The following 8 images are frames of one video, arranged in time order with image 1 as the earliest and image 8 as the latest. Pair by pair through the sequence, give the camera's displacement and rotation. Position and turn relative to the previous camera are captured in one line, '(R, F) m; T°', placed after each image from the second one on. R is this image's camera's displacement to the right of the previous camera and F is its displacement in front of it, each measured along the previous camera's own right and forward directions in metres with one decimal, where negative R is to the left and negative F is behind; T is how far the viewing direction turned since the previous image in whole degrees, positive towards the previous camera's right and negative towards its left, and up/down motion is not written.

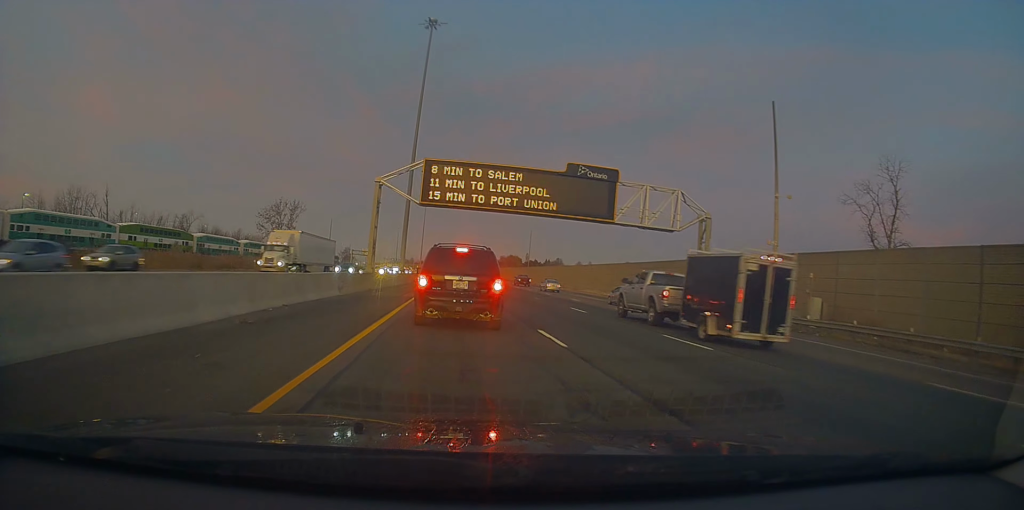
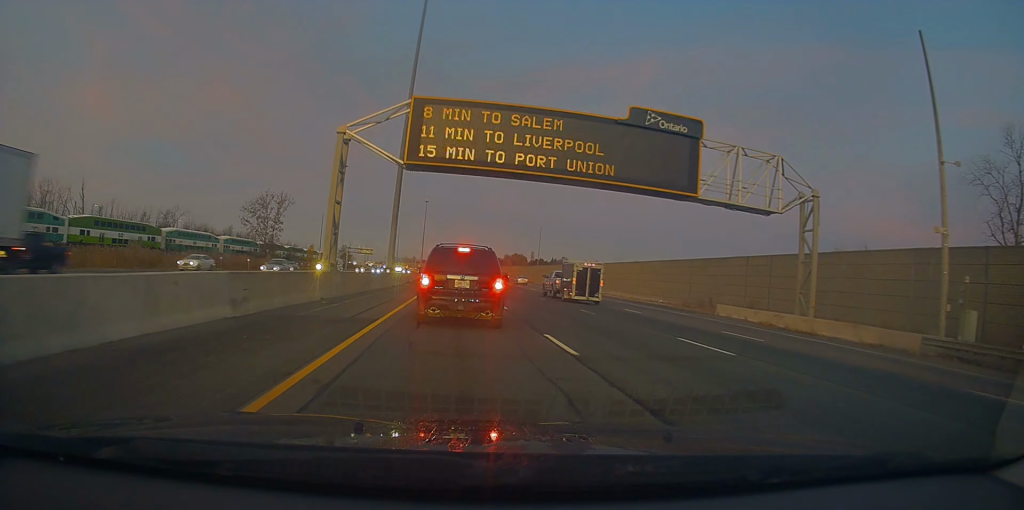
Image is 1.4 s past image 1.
(+0.6, +13.8) m; +4°
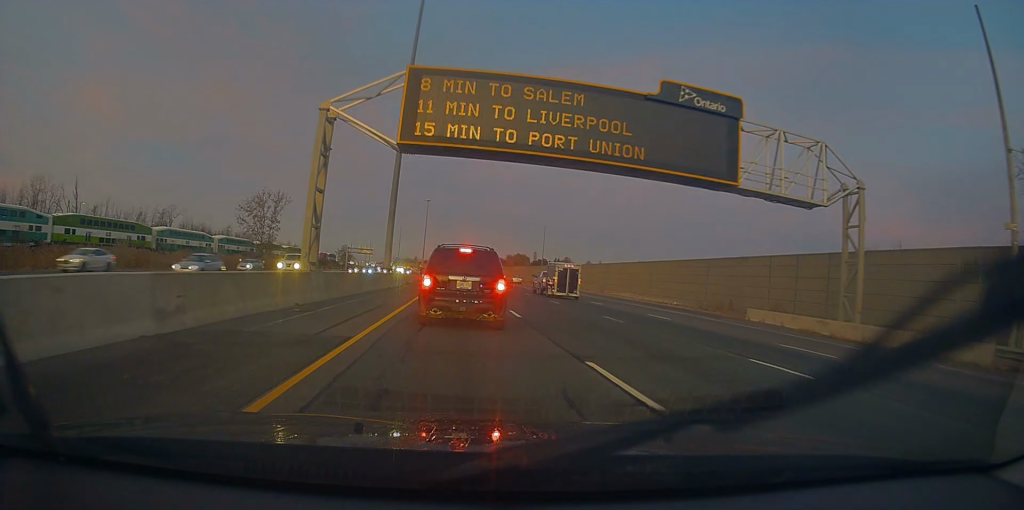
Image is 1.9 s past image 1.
(+0.1, +4.1) m; +1°
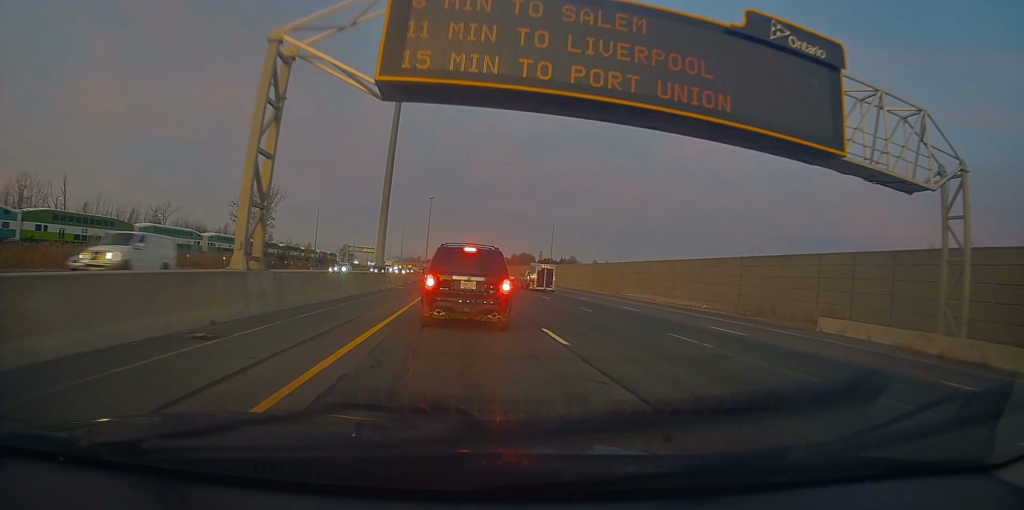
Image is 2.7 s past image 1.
(-0.1, +7.3) m; -3°
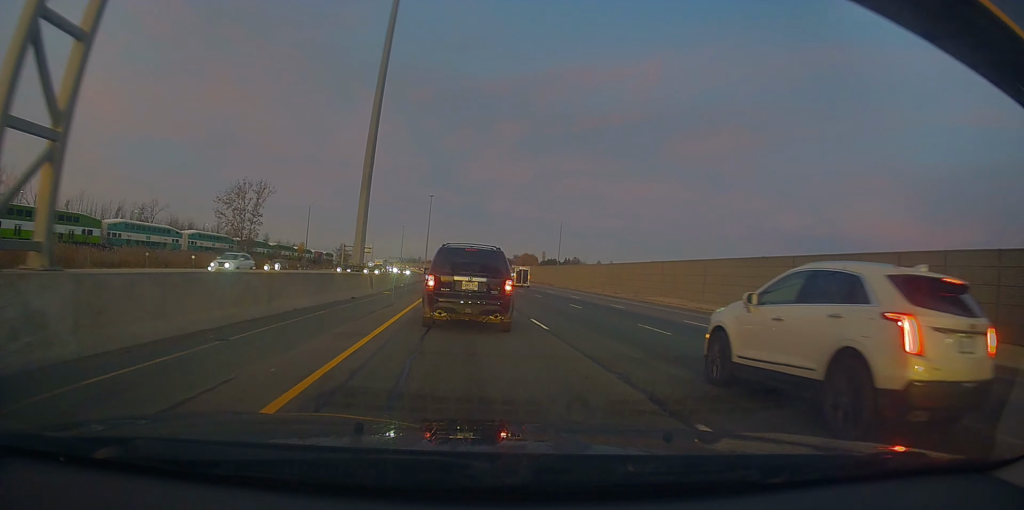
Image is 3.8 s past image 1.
(-0.4, +10.7) m; -1°
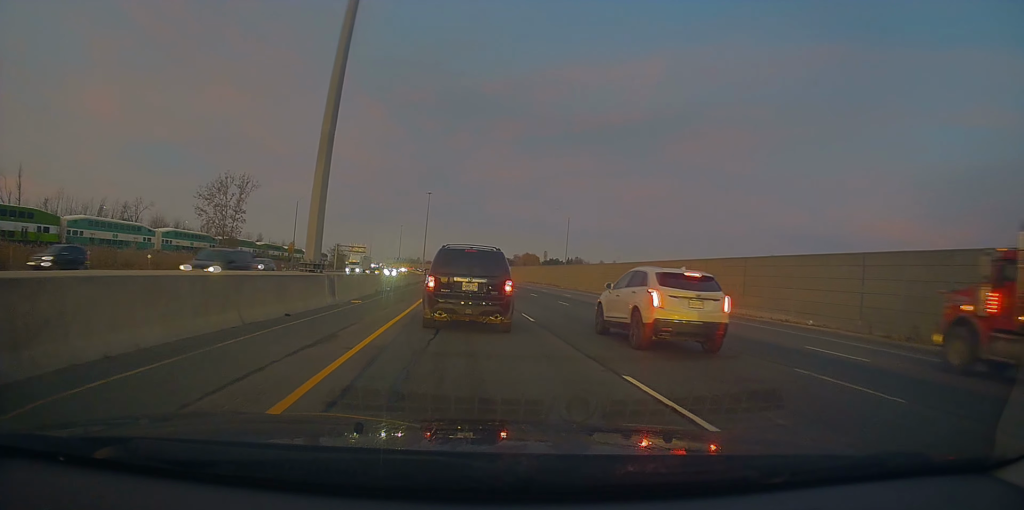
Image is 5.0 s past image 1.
(+0.4, +10.0) m; +1°
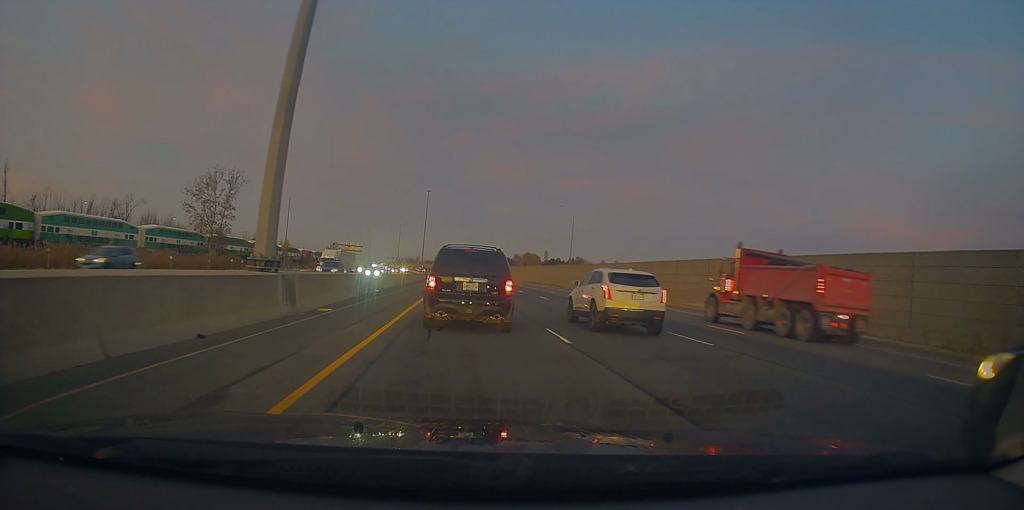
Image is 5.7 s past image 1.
(-0.1, +5.2) m; -2°
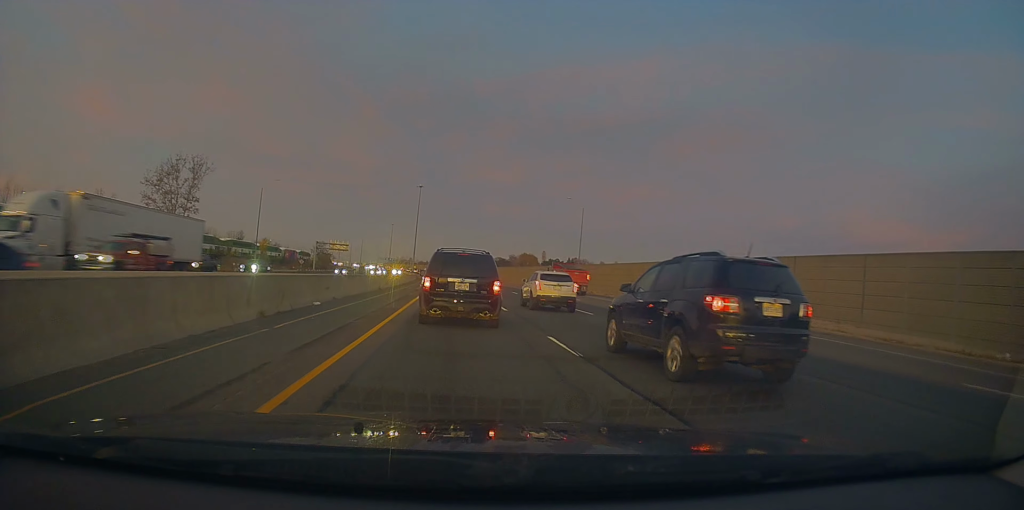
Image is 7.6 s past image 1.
(+0.2, +13.6) m; +3°
